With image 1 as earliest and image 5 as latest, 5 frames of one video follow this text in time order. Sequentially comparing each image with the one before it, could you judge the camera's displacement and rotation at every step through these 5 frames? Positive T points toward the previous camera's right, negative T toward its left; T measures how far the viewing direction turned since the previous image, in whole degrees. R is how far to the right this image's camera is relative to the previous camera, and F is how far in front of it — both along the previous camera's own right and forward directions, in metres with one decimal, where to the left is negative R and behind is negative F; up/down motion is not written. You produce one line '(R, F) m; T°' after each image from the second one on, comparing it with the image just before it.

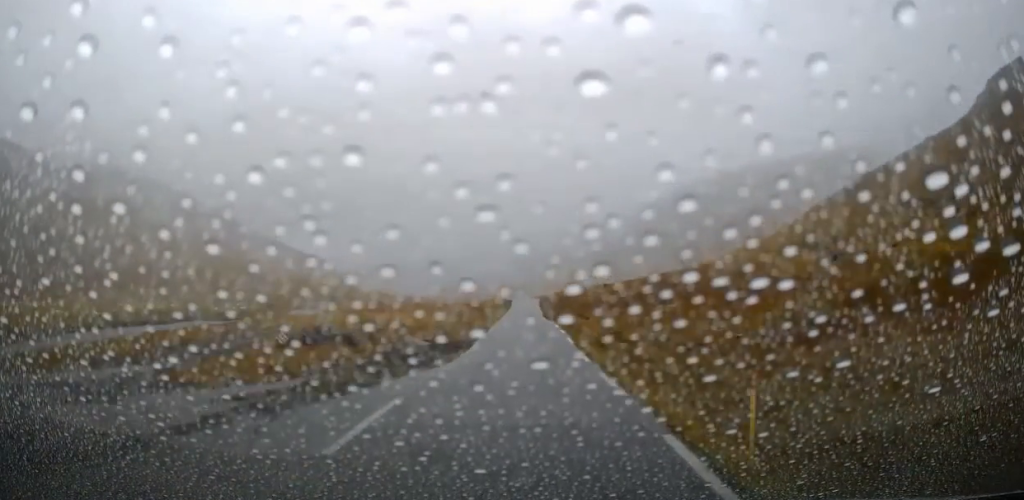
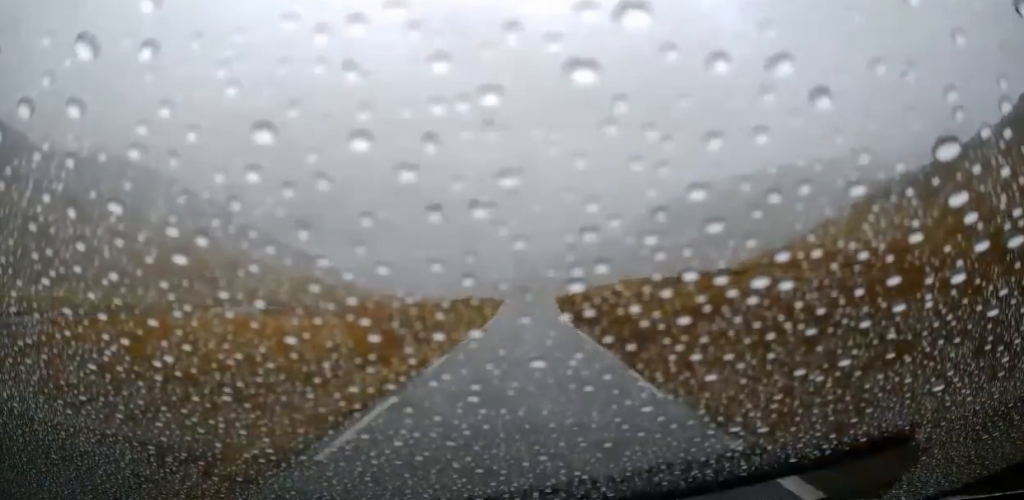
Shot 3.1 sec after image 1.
(-0.1, +48.0) m; 0°
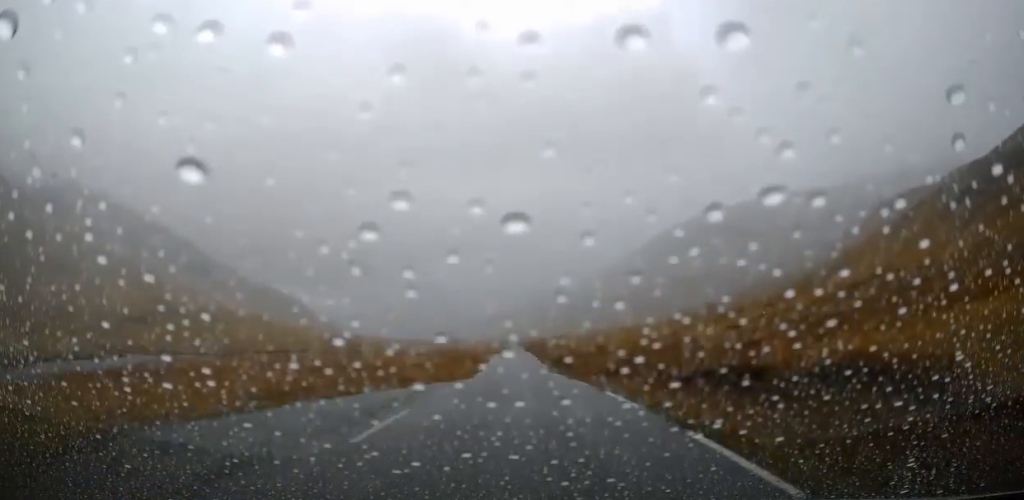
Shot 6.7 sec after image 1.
(+0.9, +52.8) m; +1°
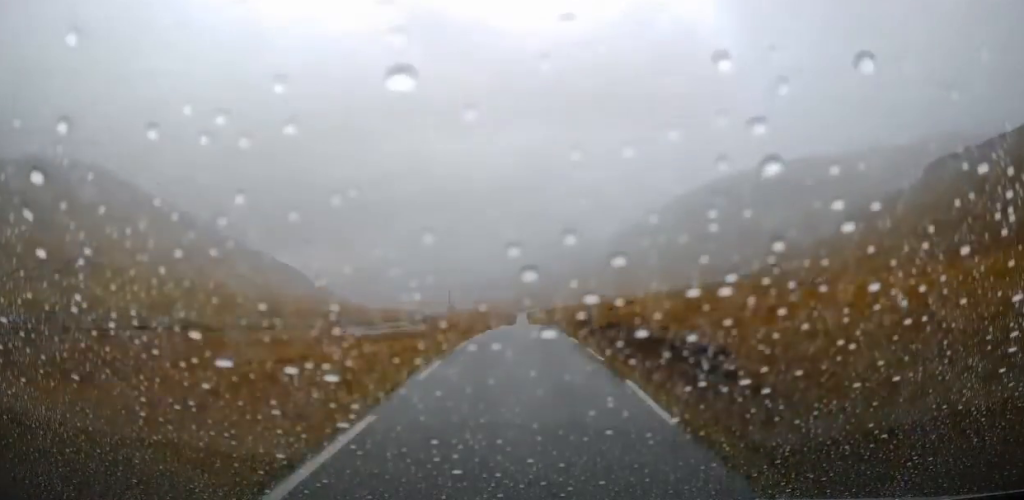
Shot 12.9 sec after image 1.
(-1.5, +93.0) m; -1°
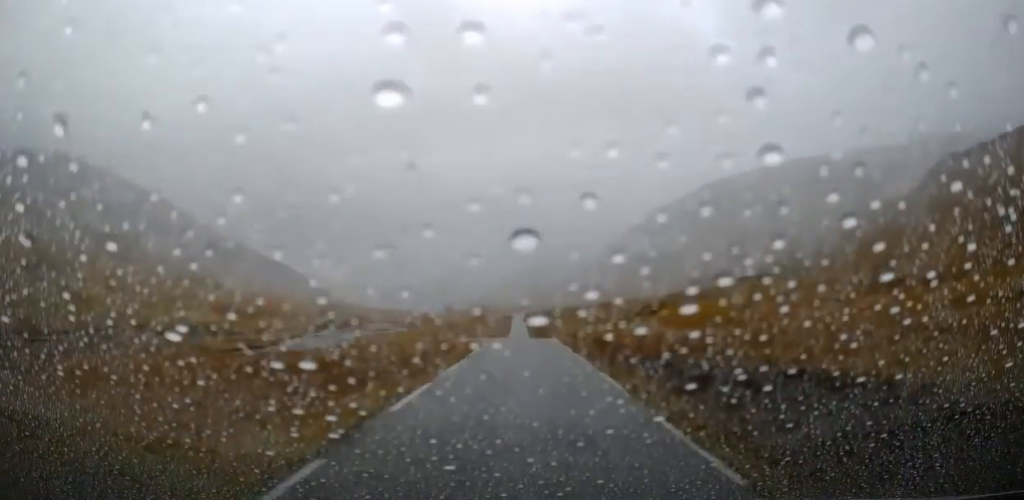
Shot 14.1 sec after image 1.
(0.0, +19.6) m; 0°
